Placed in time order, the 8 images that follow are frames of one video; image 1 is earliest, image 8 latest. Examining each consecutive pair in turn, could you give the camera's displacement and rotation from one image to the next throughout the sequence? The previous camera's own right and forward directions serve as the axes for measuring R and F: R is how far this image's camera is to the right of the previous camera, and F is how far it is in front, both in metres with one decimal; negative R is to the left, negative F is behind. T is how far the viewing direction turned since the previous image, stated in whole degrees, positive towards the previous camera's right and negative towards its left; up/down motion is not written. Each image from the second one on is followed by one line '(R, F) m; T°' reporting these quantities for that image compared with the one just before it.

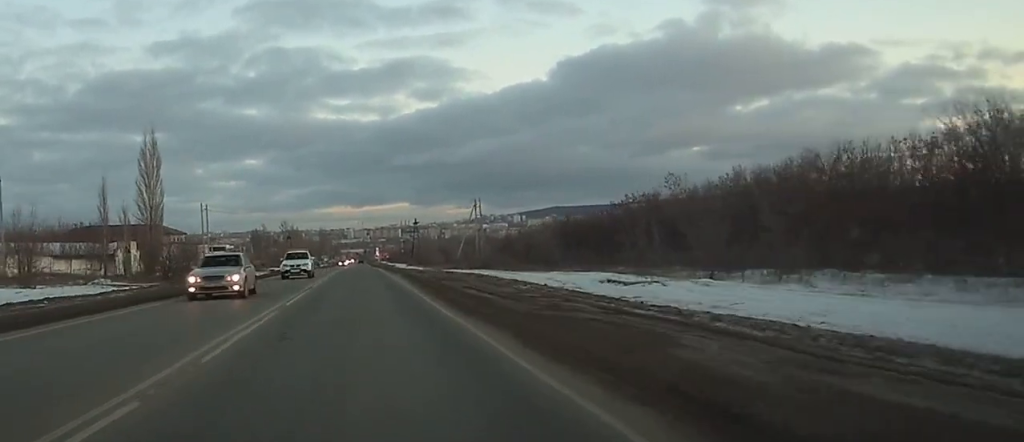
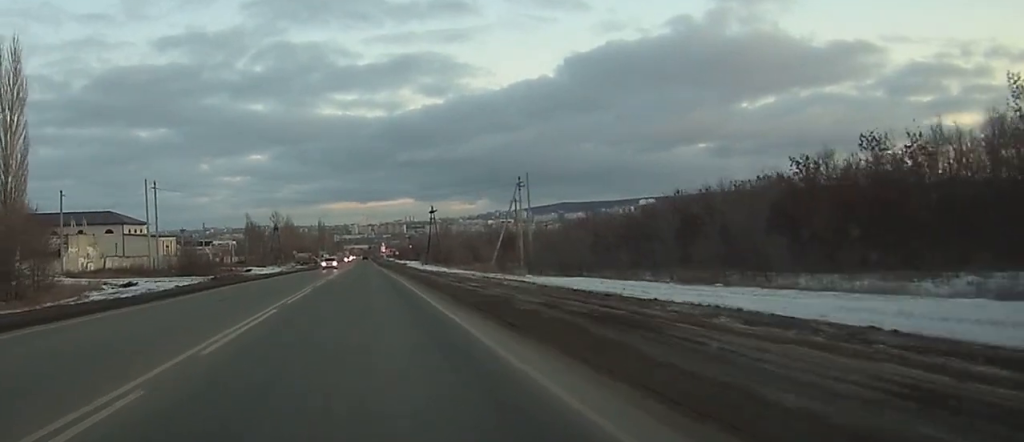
(0.0, +46.7) m; 0°
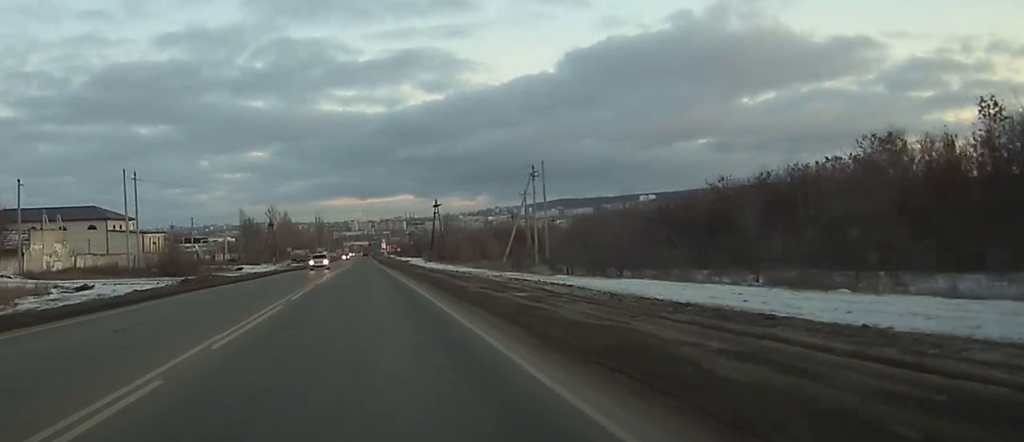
(0.0, +11.2) m; 0°
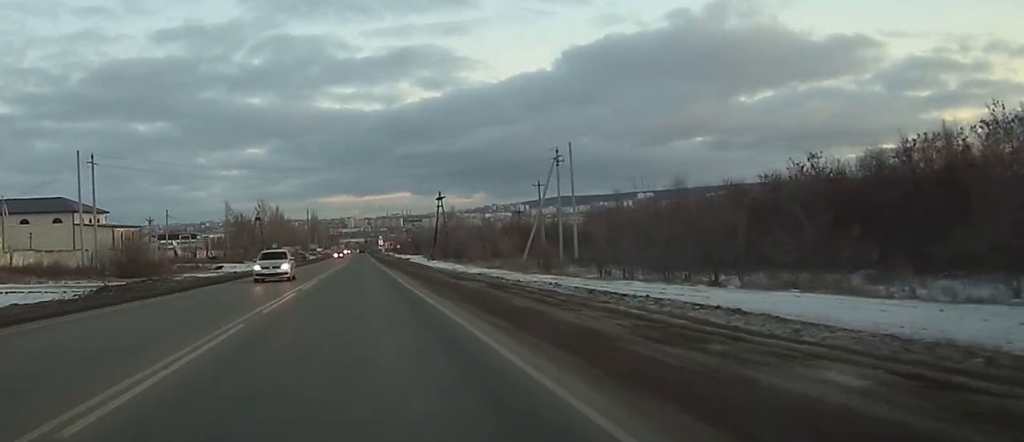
(-0.1, +17.4) m; 0°
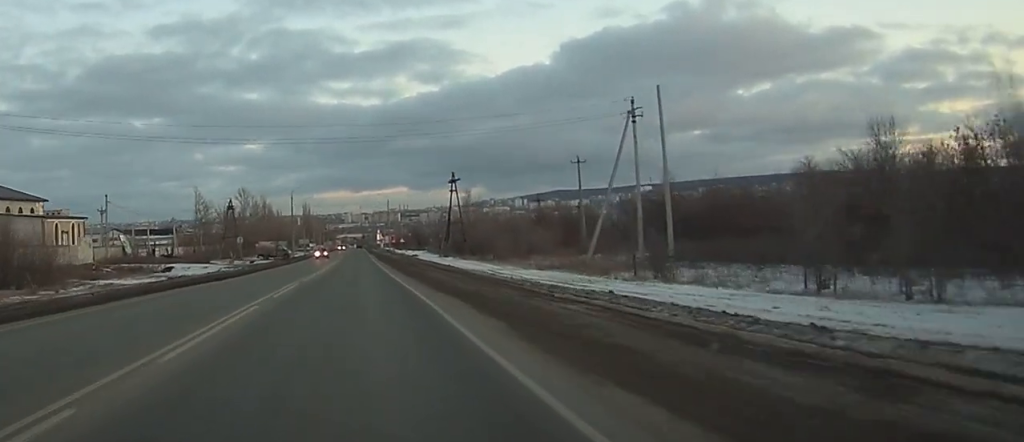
(+0.1, +31.6) m; +1°
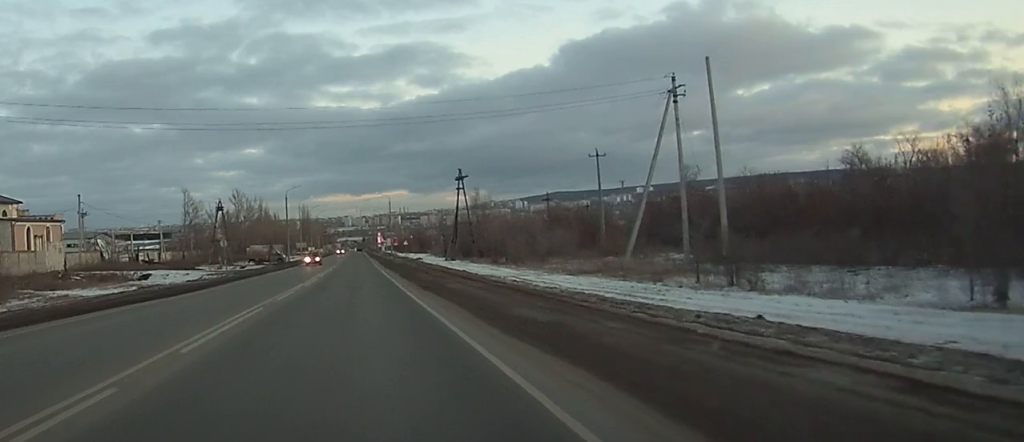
(+0.1, +10.5) m; 0°
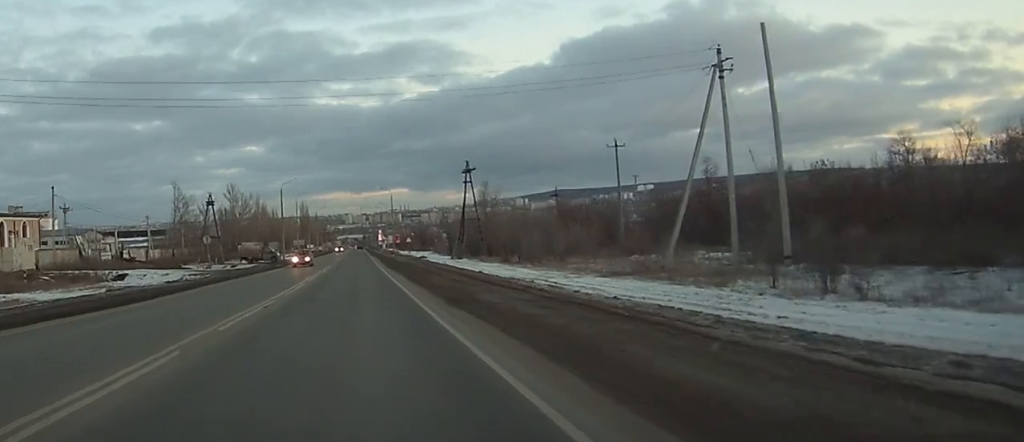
(+0.1, +8.6) m; 0°
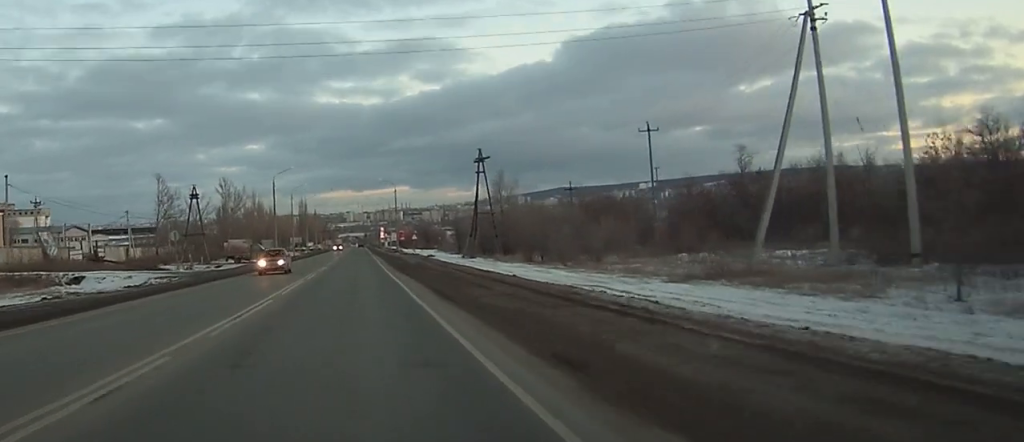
(-0.1, +12.2) m; 0°
